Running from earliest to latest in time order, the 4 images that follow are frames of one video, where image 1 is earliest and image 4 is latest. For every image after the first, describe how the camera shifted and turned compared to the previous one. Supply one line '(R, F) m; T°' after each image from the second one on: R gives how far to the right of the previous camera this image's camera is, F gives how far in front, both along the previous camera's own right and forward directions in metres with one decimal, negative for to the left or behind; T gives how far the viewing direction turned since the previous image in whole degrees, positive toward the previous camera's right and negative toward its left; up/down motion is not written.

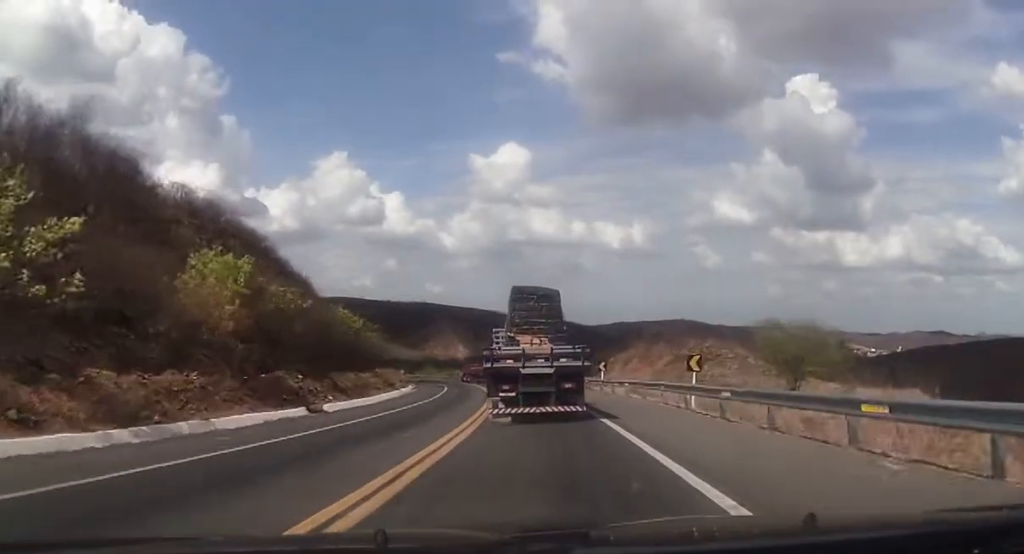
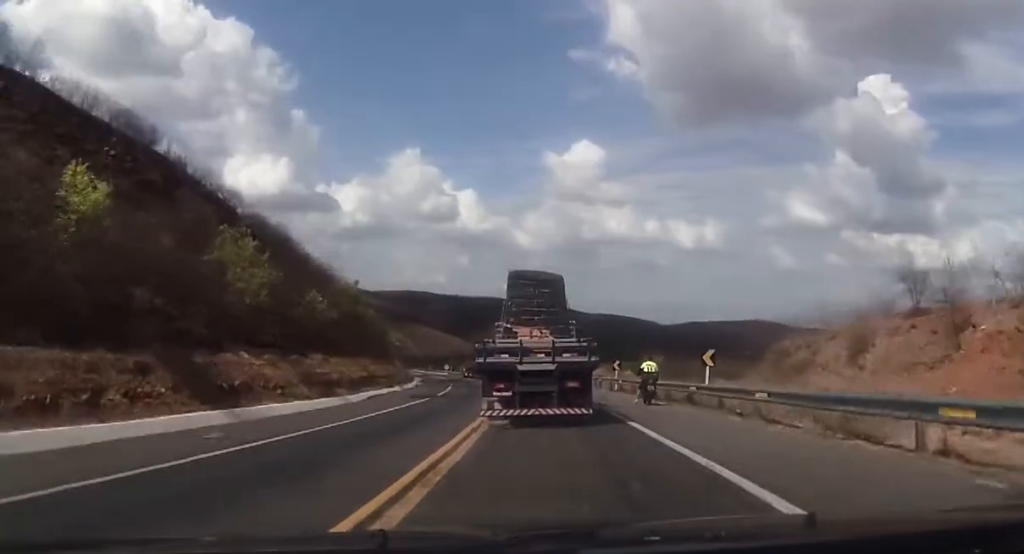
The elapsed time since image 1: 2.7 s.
(-1.7, +42.1) m; -7°
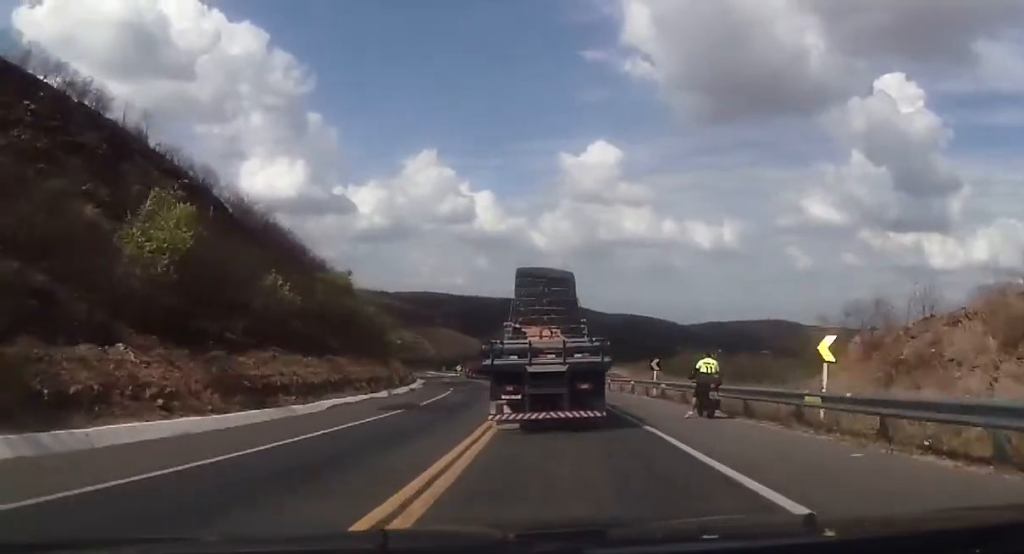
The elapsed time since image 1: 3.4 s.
(-0.3, +9.7) m; -2°
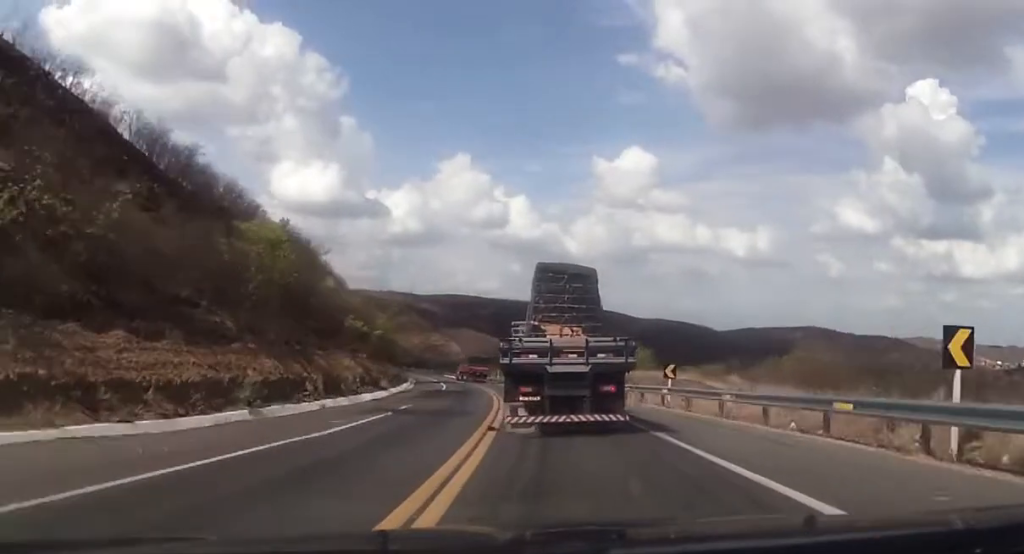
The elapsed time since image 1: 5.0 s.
(-0.1, +25.4) m; -1°
